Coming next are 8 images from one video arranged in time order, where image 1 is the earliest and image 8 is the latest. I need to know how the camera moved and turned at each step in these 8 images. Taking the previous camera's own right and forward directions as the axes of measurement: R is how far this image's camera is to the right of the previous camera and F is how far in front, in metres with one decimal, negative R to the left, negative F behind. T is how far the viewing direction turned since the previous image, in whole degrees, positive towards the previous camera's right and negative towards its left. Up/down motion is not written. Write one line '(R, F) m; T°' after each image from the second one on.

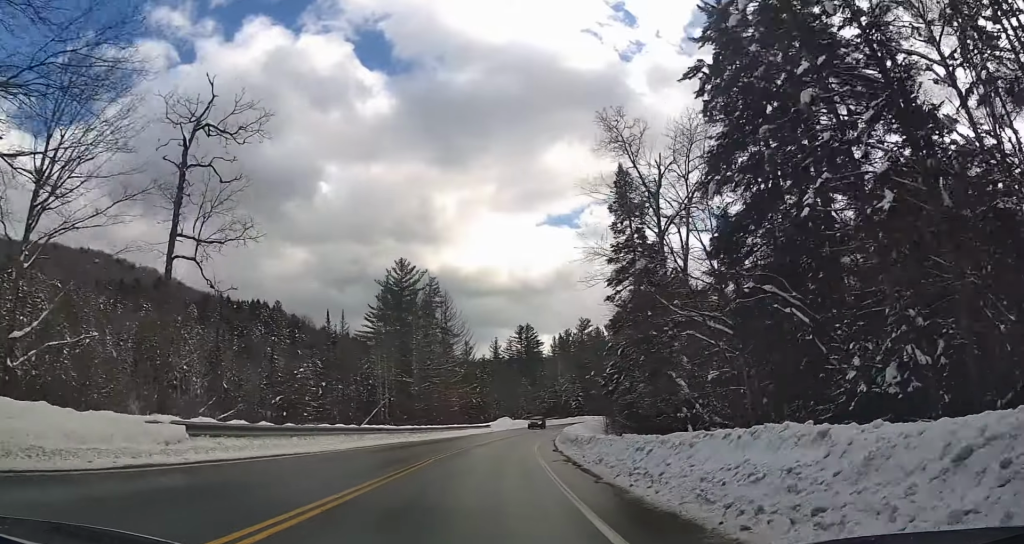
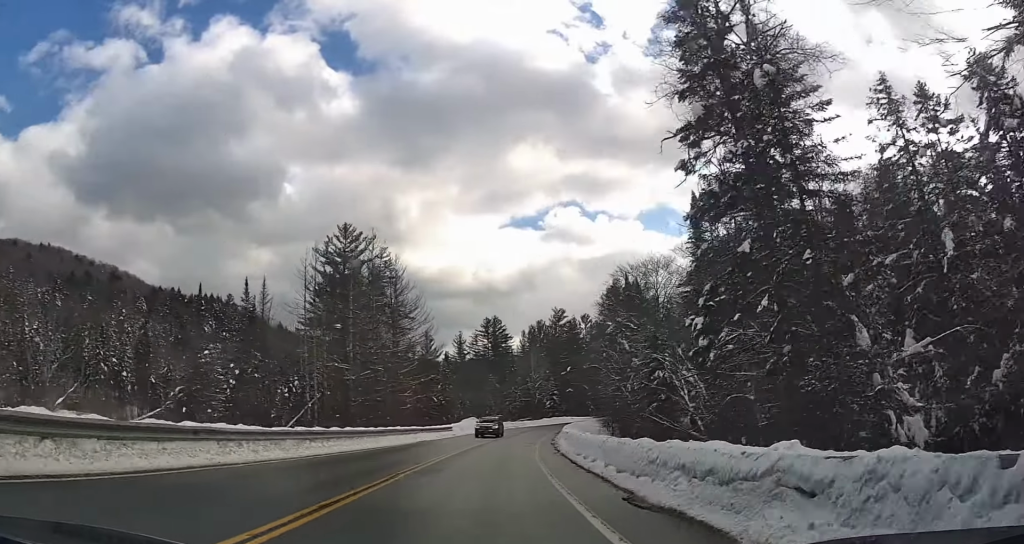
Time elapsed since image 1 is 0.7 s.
(+0.4, +17.3) m; +4°
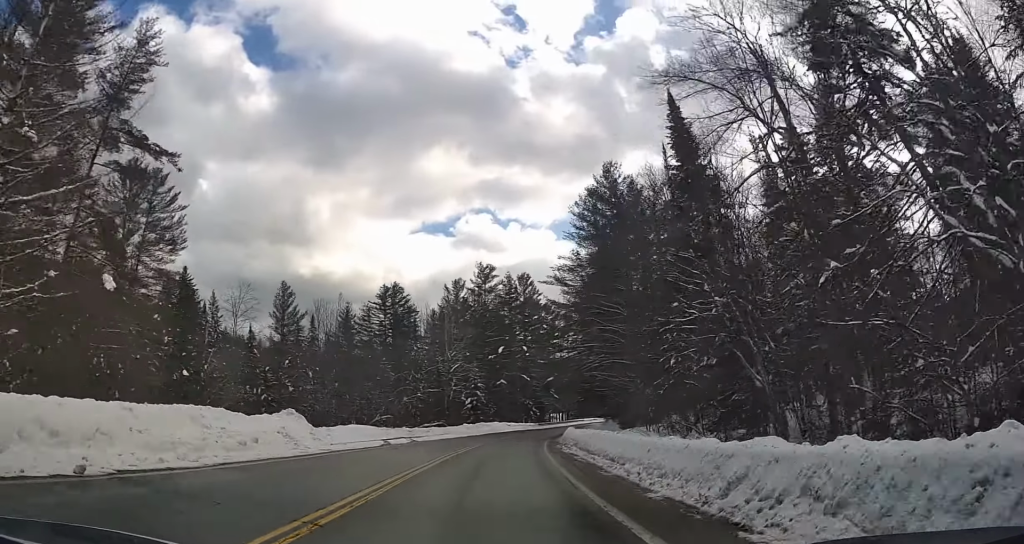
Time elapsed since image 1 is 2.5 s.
(+4.5, +48.6) m; +10°
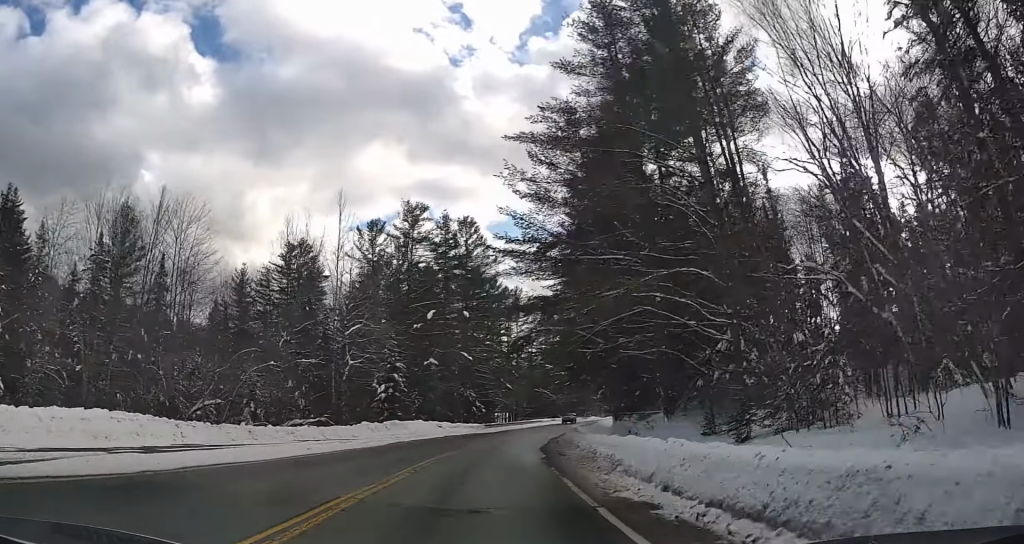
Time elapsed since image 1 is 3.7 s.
(+1.3, +29.7) m; +6°
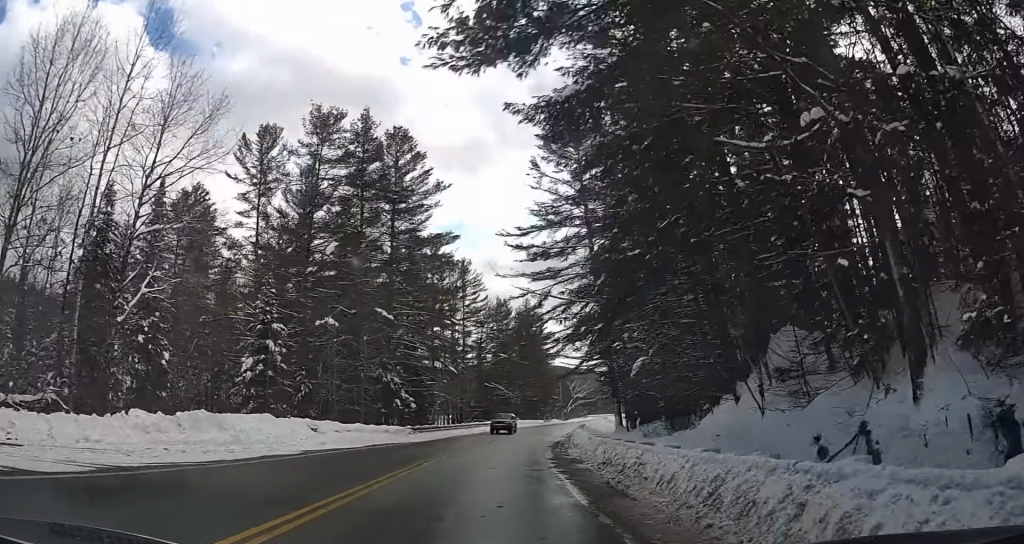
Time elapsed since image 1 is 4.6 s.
(+1.3, +24.5) m; +4°
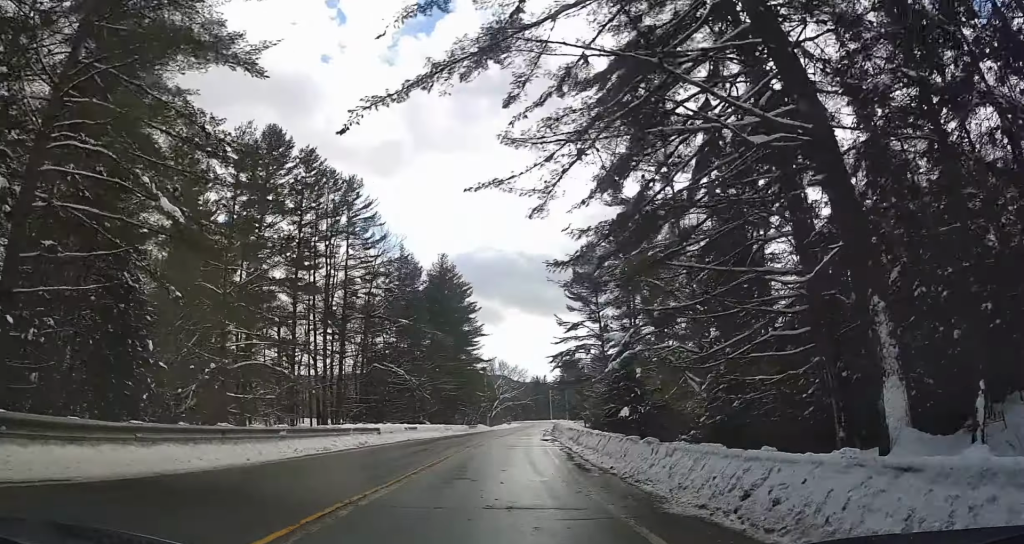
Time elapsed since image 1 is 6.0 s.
(+1.8, +35.9) m; +8°
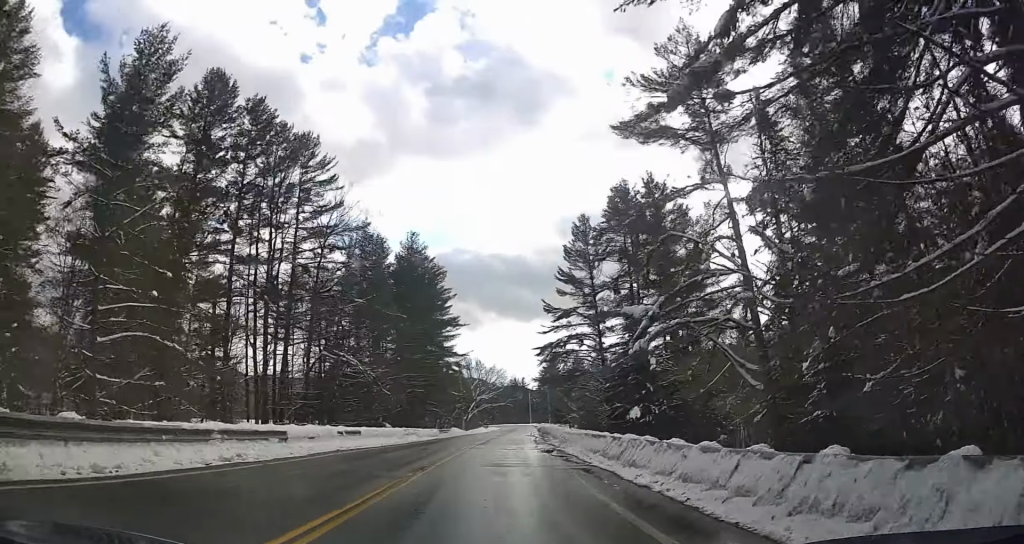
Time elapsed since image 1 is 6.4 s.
(0.0, +11.5) m; +4°
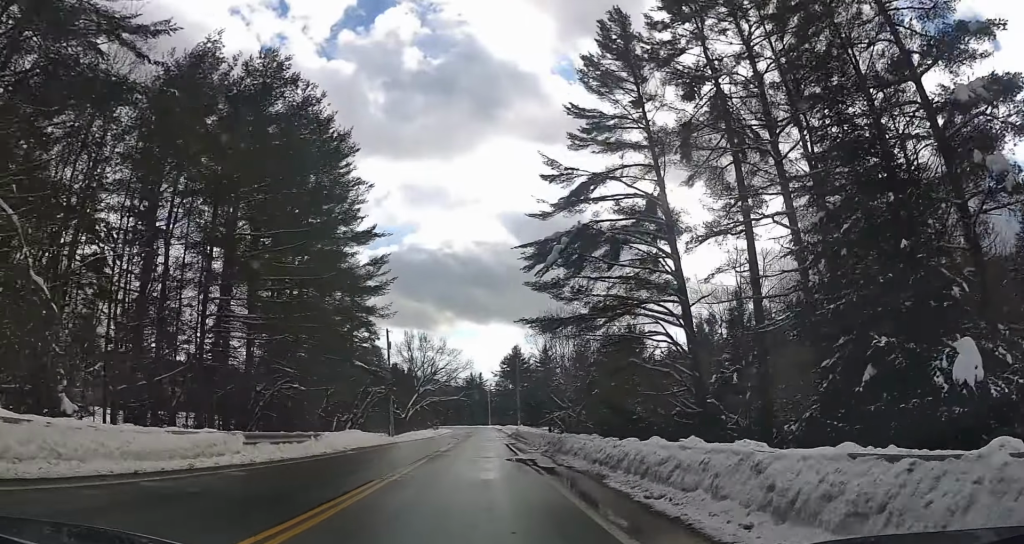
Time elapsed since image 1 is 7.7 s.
(+3.4, +35.7) m; +8°
